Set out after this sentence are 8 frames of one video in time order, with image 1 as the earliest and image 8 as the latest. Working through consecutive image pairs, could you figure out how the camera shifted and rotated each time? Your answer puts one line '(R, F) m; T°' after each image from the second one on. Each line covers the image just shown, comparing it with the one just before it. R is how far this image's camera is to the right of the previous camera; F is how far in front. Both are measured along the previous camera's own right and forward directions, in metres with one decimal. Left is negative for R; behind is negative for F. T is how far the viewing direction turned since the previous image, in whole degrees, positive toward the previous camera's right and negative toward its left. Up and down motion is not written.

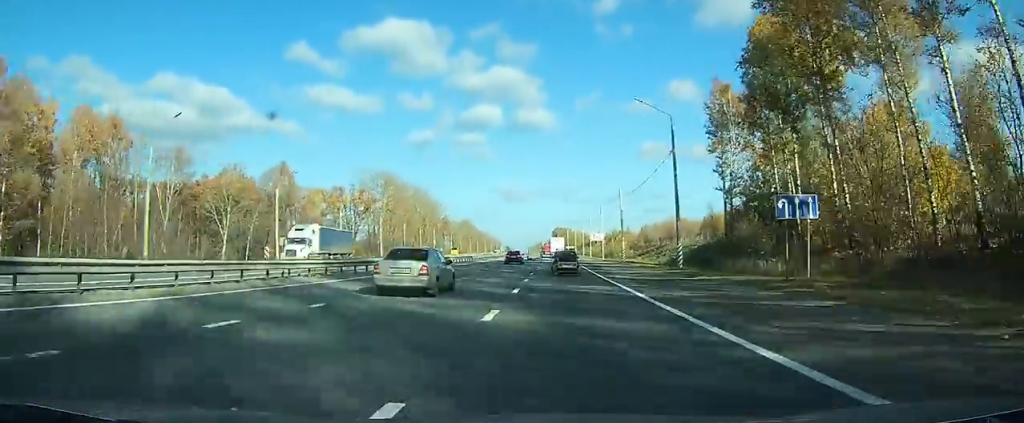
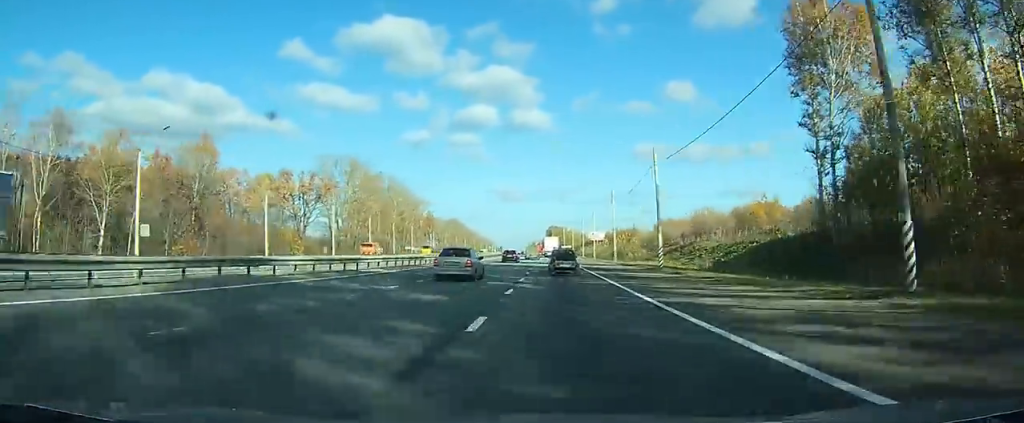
(+0.1, +23.7) m; 0°
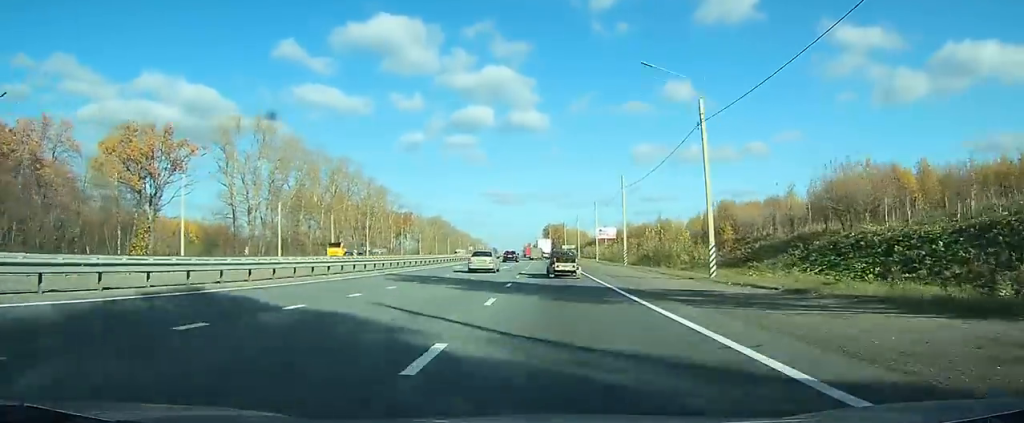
(+0.1, +43.0) m; 0°
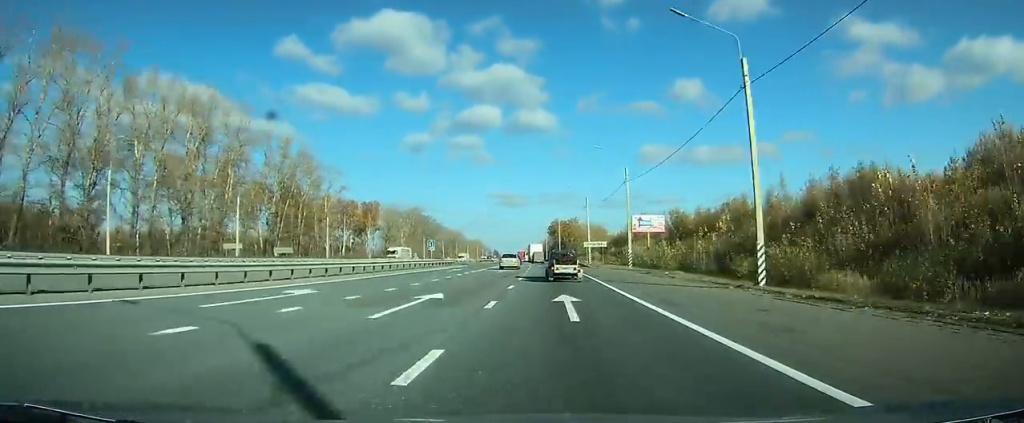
(-0.3, +66.0) m; 0°
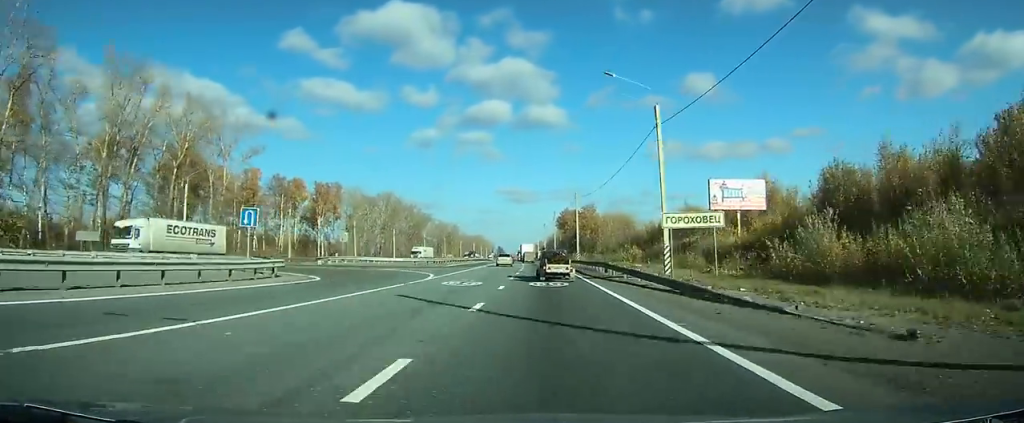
(-0.1, +48.7) m; -1°
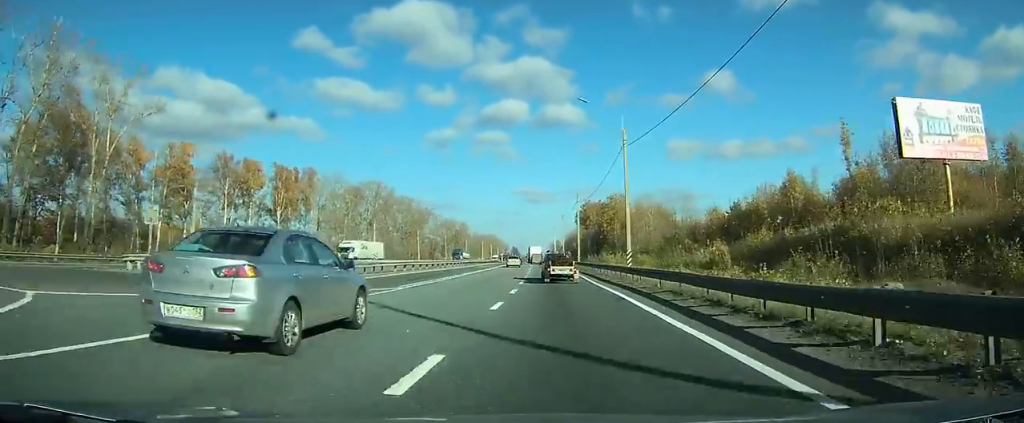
(-0.4, +31.3) m; -1°
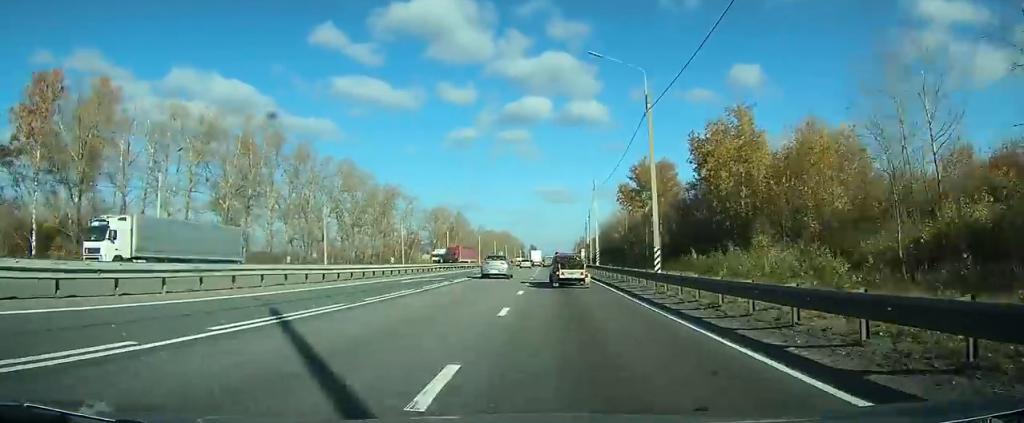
(-1.5, +78.9) m; -2°
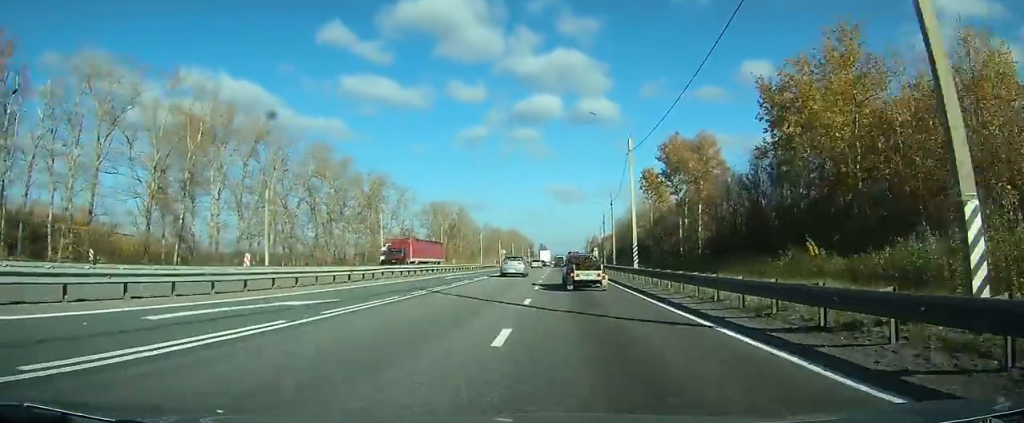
(-0.2, +20.4) m; -1°
